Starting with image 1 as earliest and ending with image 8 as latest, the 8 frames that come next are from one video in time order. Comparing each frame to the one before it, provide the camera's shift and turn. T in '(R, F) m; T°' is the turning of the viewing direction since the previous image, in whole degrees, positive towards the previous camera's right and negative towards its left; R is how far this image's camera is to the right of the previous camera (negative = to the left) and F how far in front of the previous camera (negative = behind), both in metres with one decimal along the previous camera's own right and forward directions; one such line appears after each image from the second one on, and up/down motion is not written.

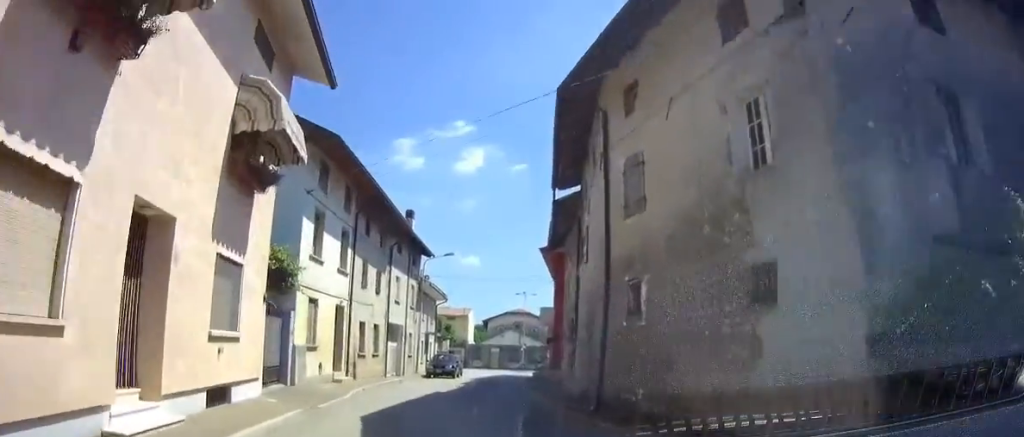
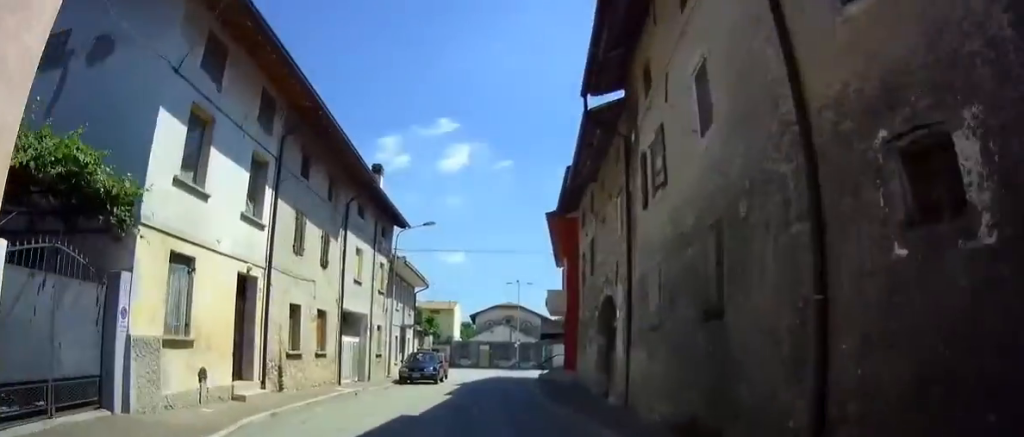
(-0.1, +7.9) m; -1°
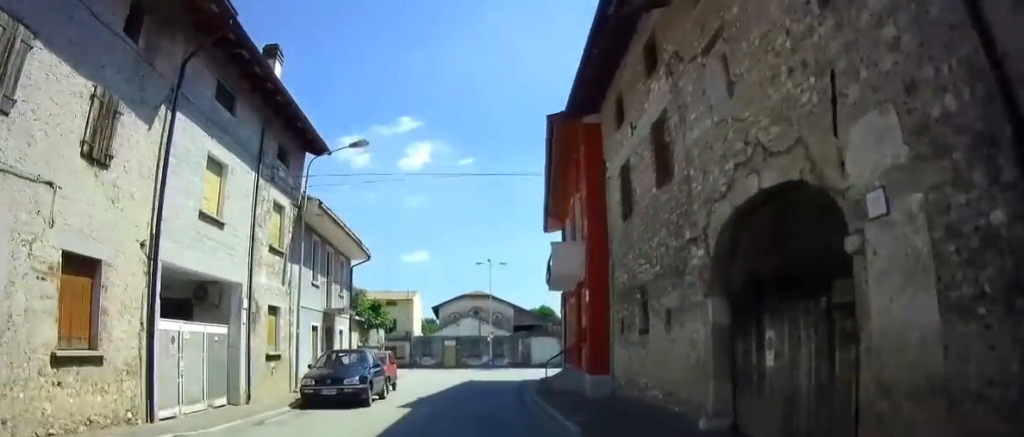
(0.0, +10.3) m; 0°
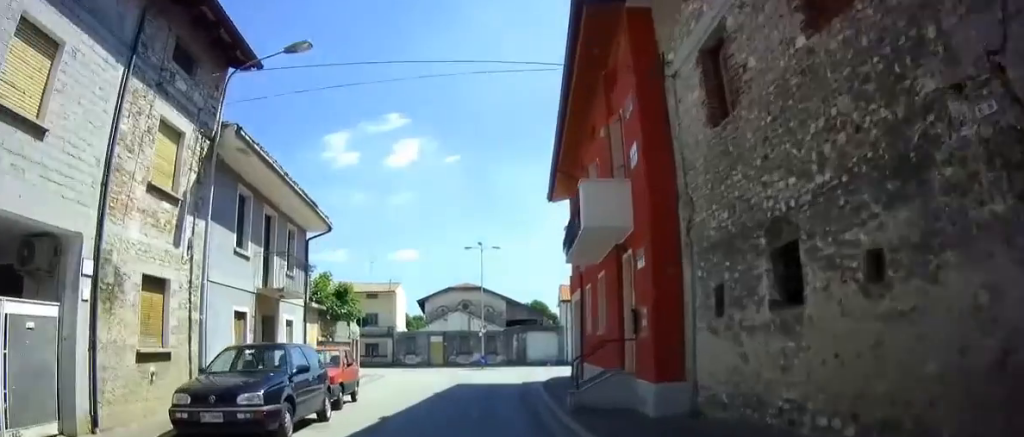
(-0.1, +5.3) m; +1°
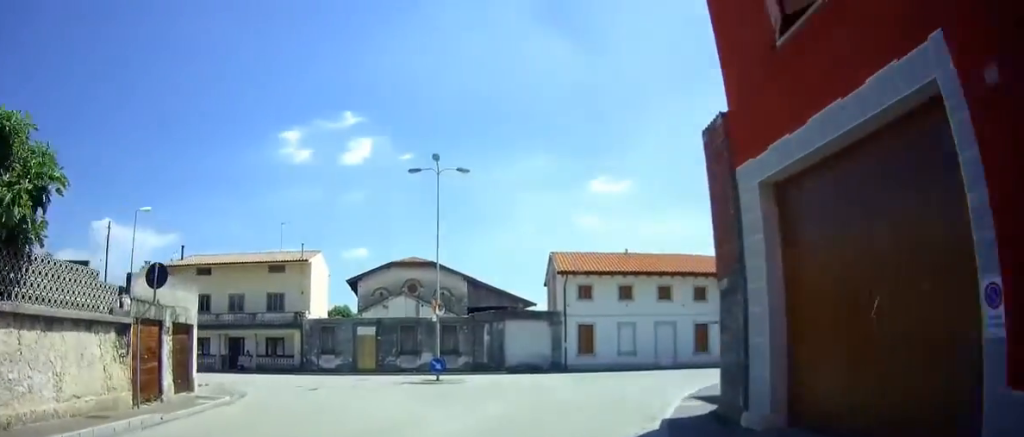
(+1.3, +17.1) m; +12°
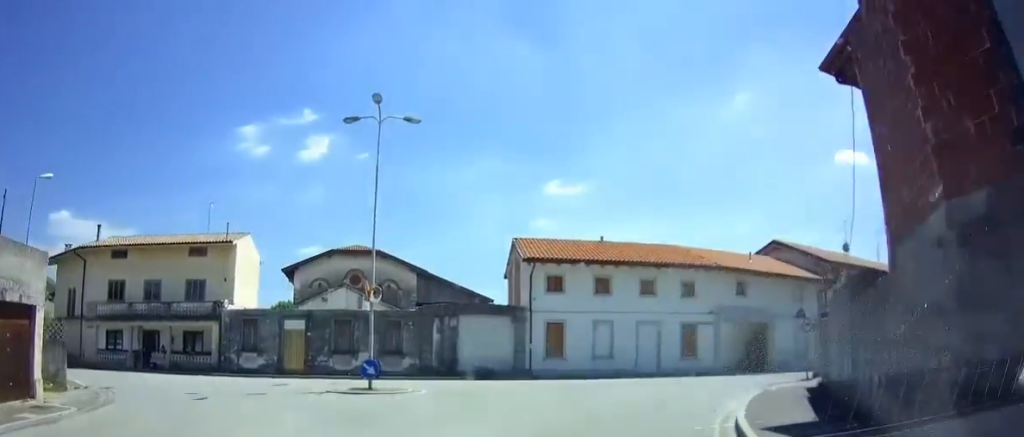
(+0.5, +5.8) m; +7°
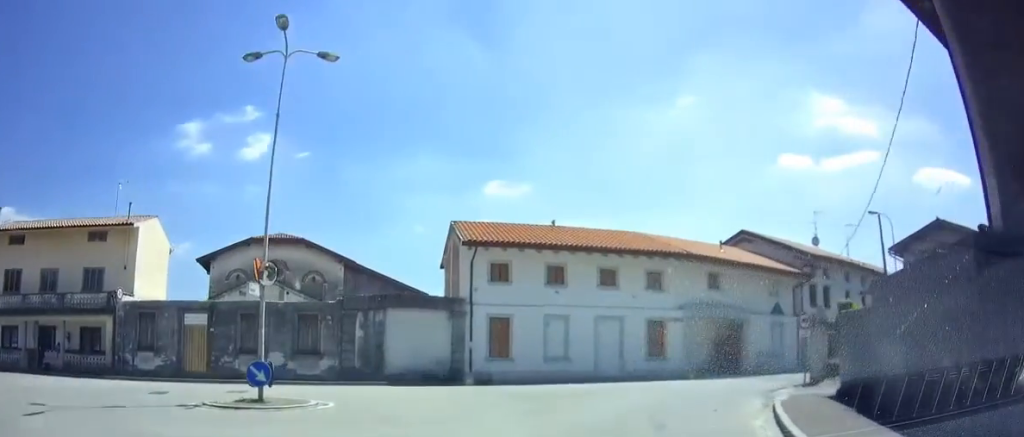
(+0.3, +5.3) m; +7°
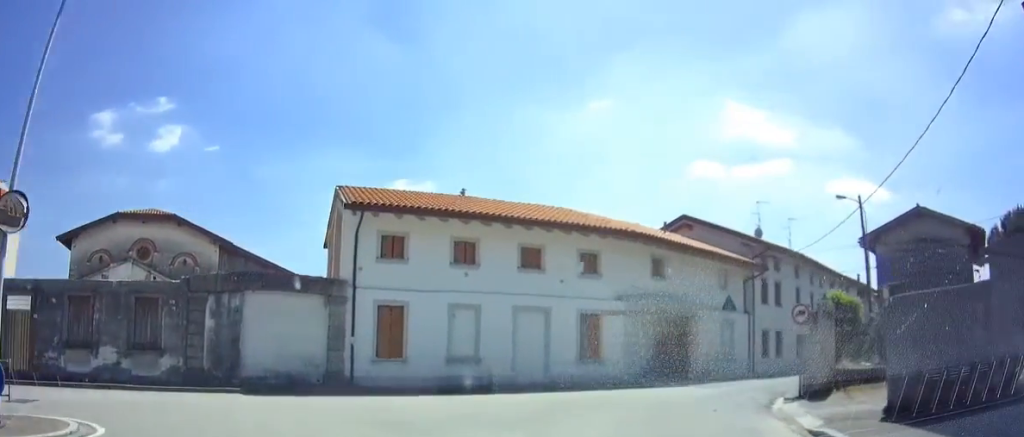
(+0.6, +7.5) m; +8°
